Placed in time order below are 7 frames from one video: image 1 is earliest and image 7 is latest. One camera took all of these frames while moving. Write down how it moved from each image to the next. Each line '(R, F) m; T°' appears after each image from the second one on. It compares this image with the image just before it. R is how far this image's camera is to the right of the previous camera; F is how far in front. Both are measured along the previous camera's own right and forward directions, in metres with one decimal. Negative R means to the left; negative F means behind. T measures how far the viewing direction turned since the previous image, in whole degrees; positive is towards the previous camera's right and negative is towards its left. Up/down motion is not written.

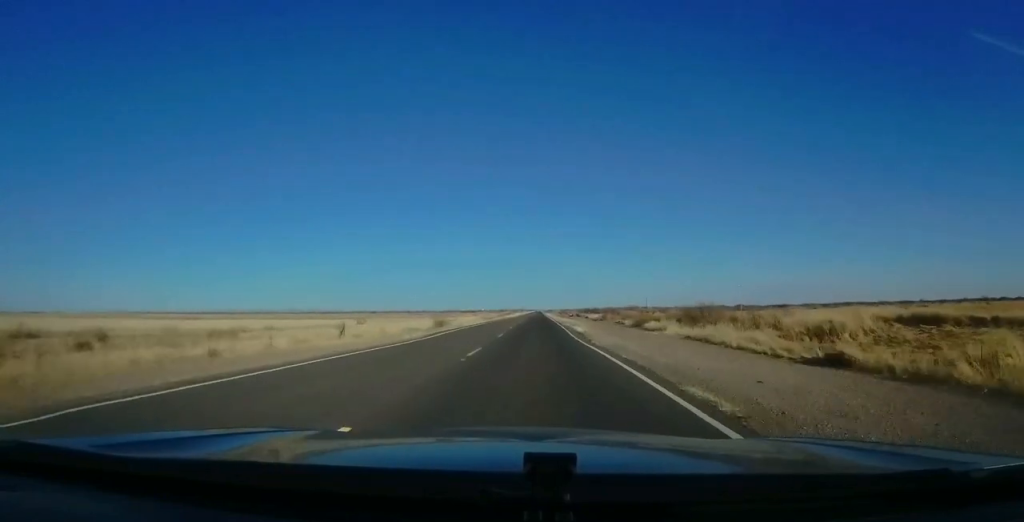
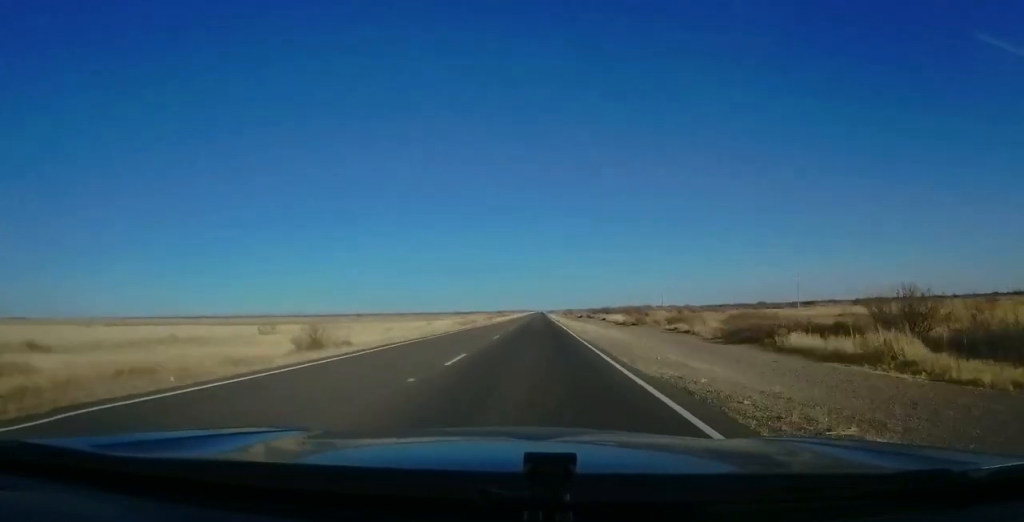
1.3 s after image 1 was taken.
(+0.3, +38.7) m; 0°
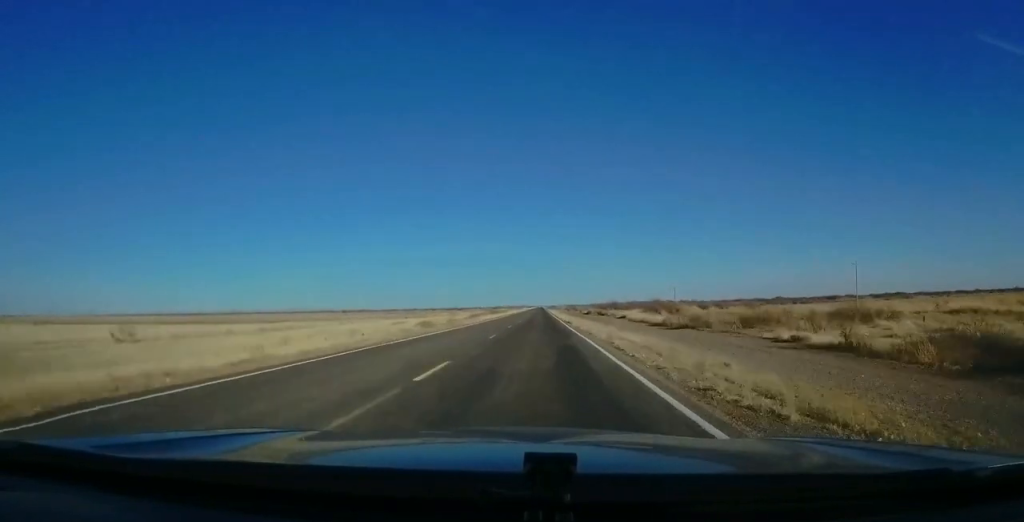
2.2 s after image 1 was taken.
(-0.2, +26.8) m; 0°
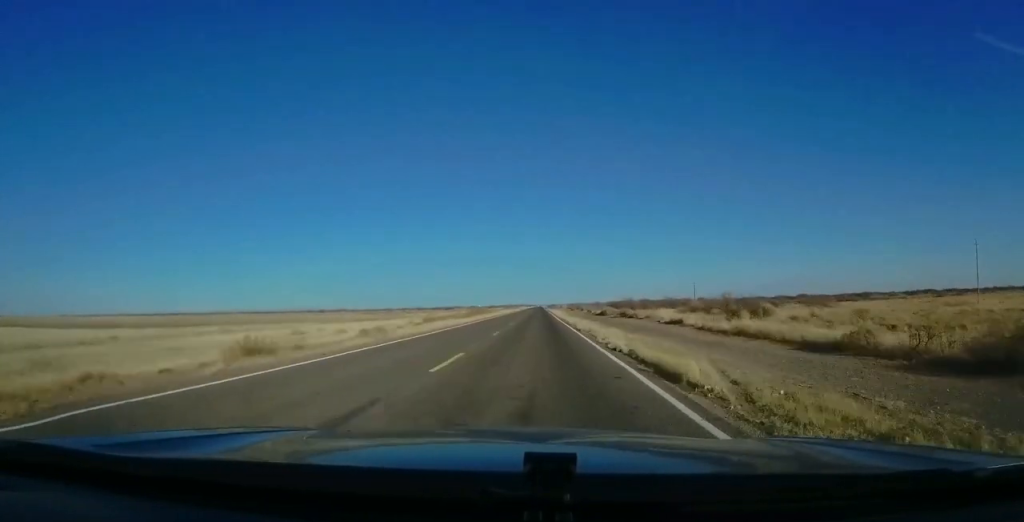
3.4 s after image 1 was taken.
(+0.1, +35.8) m; 0°
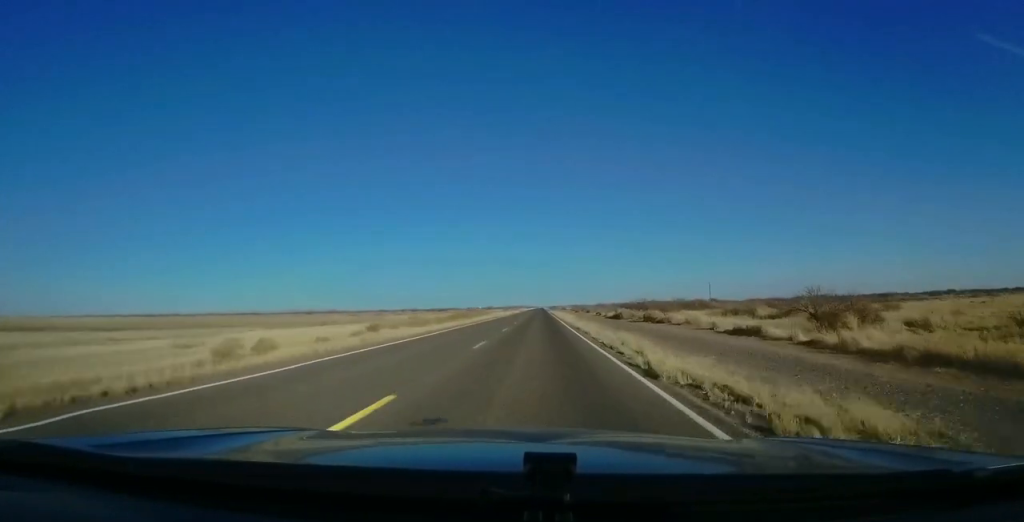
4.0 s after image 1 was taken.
(-0.2, +18.9) m; 0°
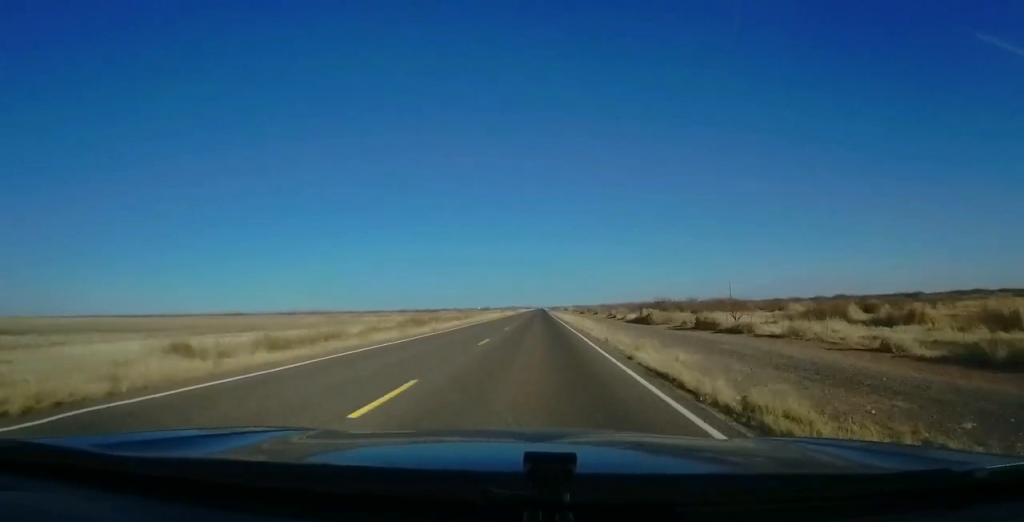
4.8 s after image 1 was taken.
(+0.4, +22.9) m; +1°
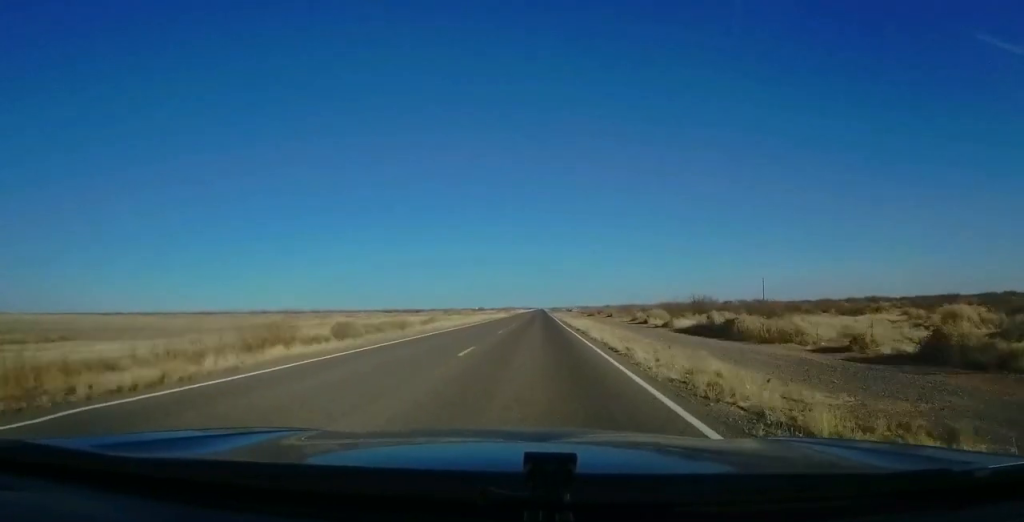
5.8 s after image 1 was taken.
(+0.1, +28.9) m; -1°
